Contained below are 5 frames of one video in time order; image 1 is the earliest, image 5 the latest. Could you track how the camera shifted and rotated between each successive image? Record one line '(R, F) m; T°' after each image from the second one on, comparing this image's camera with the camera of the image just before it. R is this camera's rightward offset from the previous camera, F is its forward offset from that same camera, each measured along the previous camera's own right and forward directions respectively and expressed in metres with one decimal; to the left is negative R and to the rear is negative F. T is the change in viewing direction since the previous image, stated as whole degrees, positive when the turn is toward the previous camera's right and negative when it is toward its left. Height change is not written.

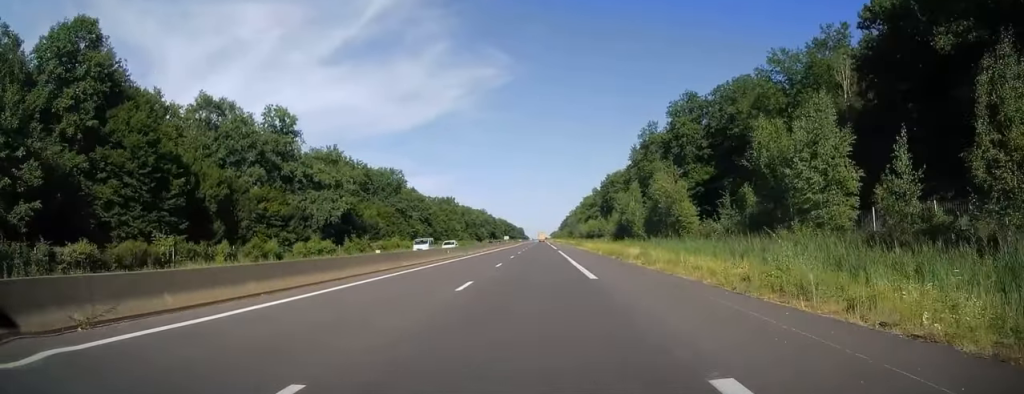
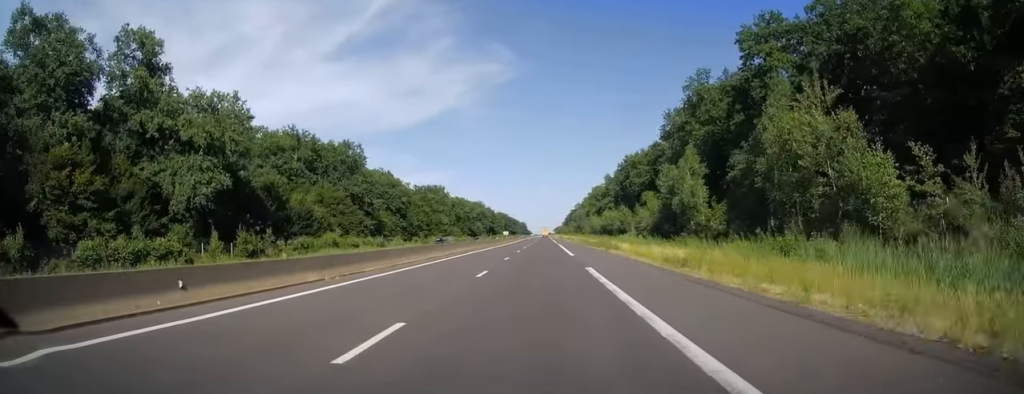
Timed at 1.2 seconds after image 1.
(-0.1, +35.3) m; 0°
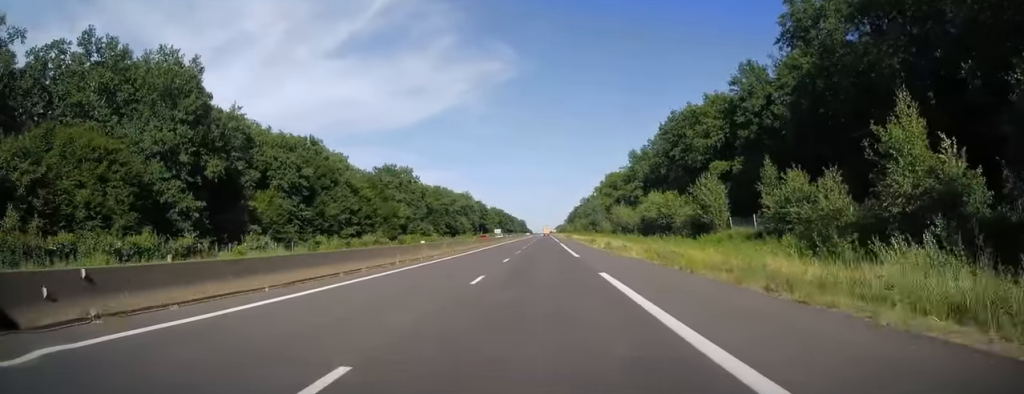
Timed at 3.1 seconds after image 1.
(-0.8, +55.4) m; -1°
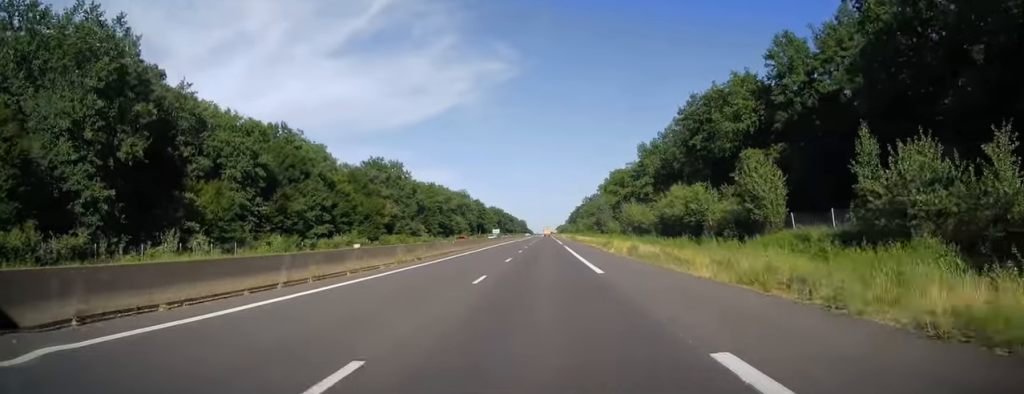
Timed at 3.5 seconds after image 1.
(0.0, +12.8) m; 0°
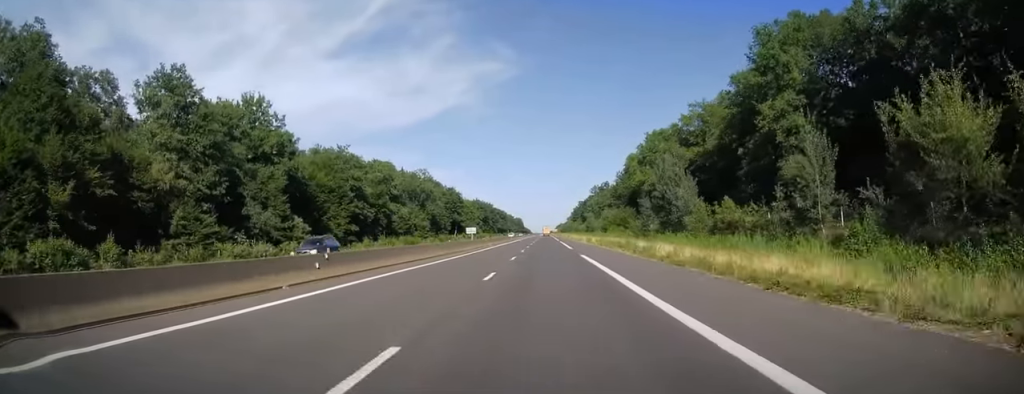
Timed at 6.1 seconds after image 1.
(+0.9, +77.5) m; +1°
